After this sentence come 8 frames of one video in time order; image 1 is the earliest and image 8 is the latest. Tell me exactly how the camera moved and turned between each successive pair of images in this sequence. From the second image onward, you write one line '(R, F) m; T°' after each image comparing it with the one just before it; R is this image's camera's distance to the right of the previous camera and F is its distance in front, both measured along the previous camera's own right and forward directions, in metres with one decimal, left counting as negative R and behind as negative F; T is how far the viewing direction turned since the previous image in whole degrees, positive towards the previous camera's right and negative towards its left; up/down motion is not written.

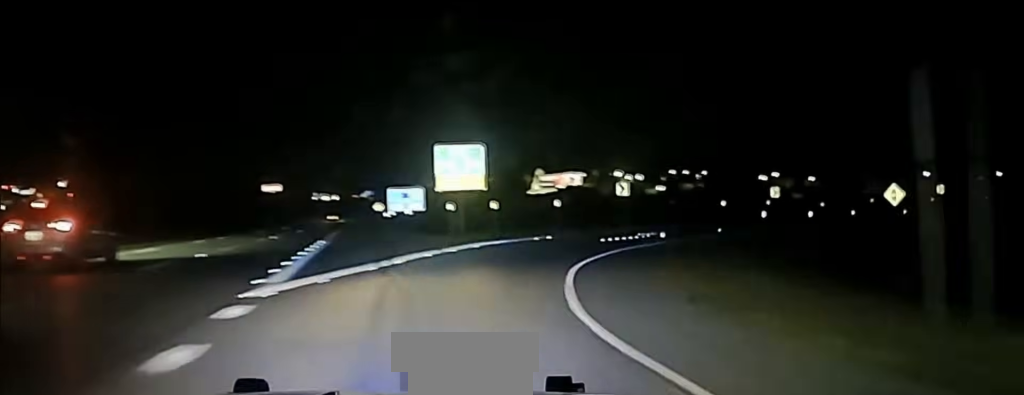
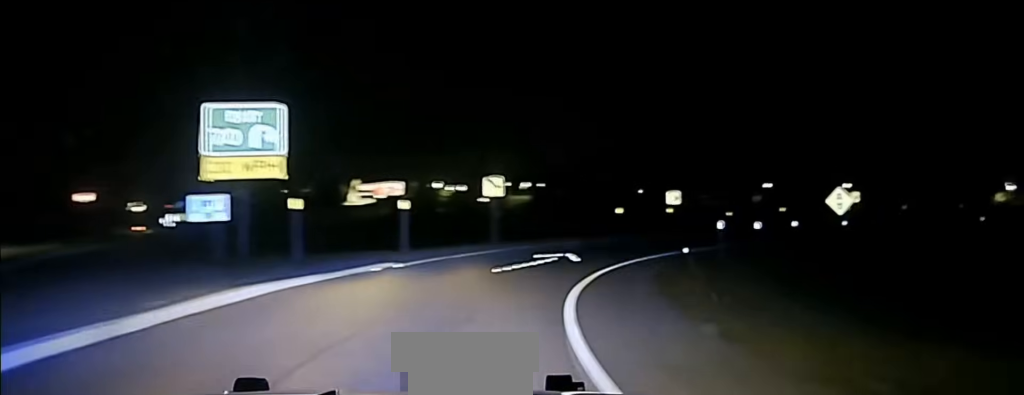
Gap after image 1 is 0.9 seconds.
(+1.1, +19.5) m; +13°
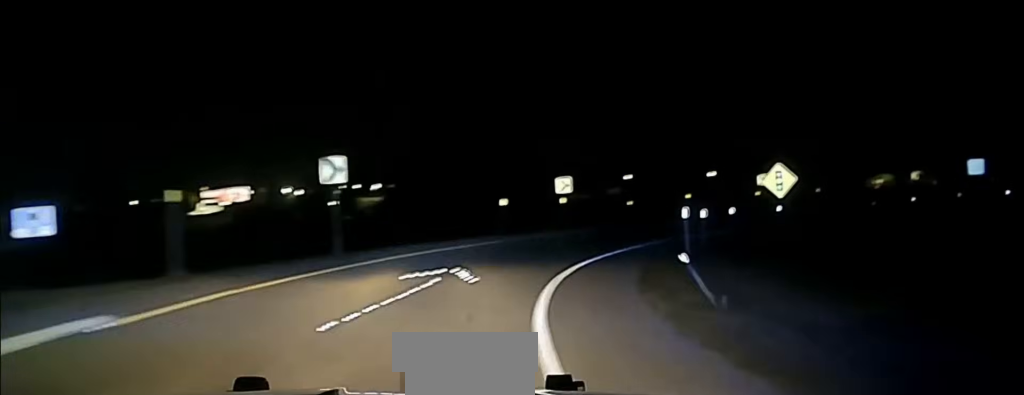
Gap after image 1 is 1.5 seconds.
(+0.9, +11.7) m; +14°
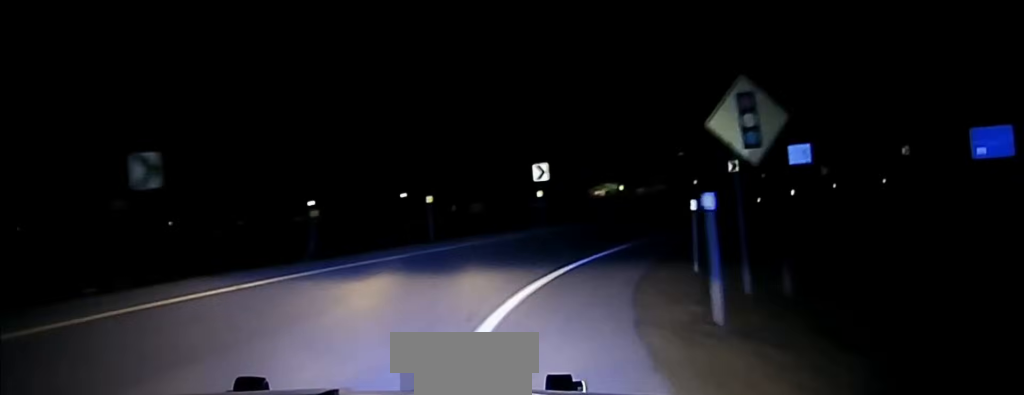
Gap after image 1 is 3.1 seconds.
(+5.1, +27.4) m; +15°
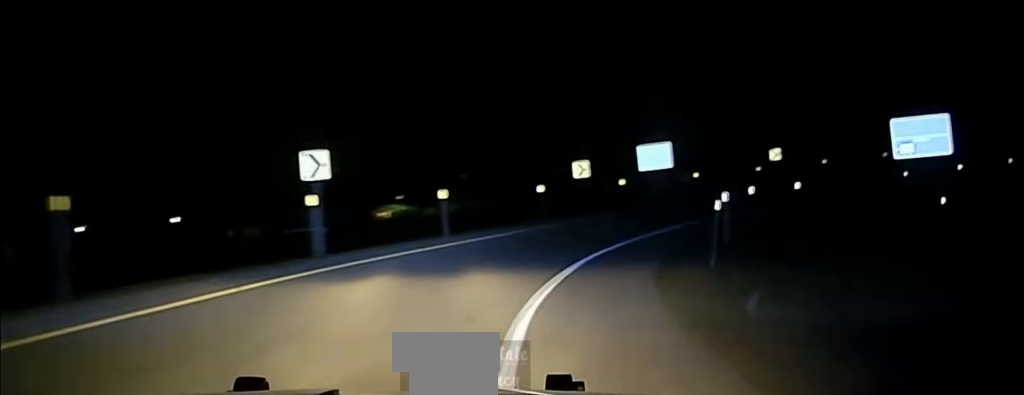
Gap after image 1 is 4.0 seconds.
(+1.1, +17.0) m; +11°
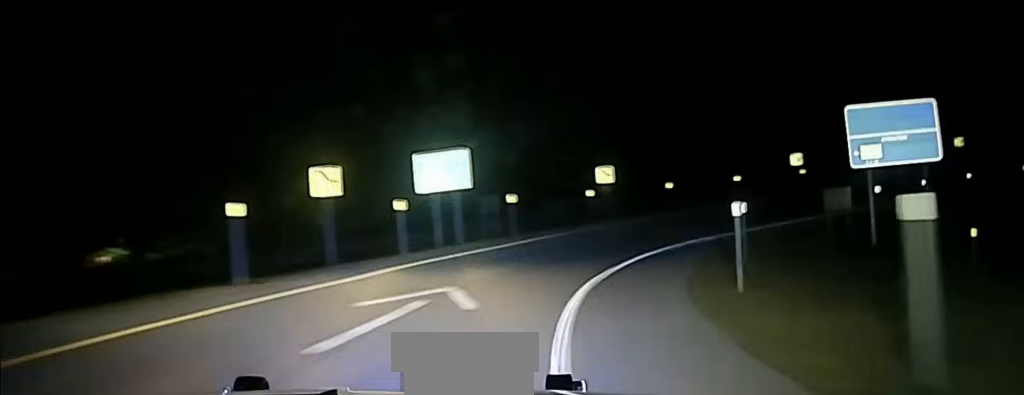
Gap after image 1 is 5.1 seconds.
(+3.2, +21.4) m; +17°
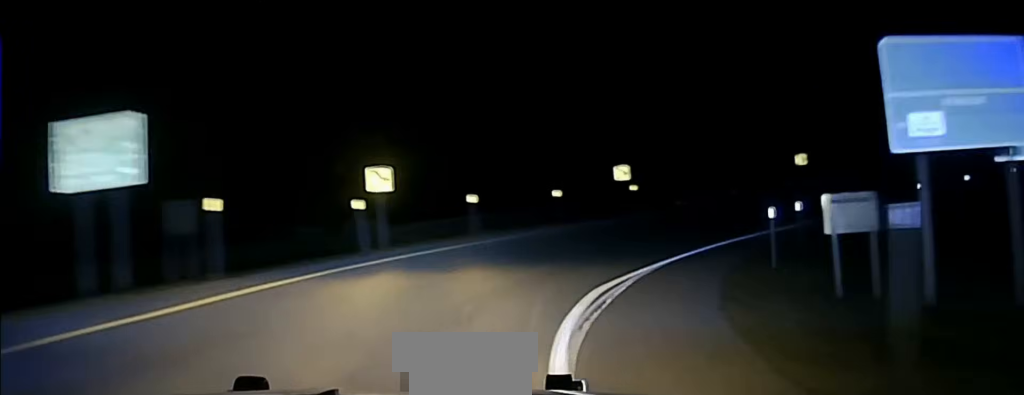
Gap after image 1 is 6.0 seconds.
(+1.9, +16.5) m; +14°
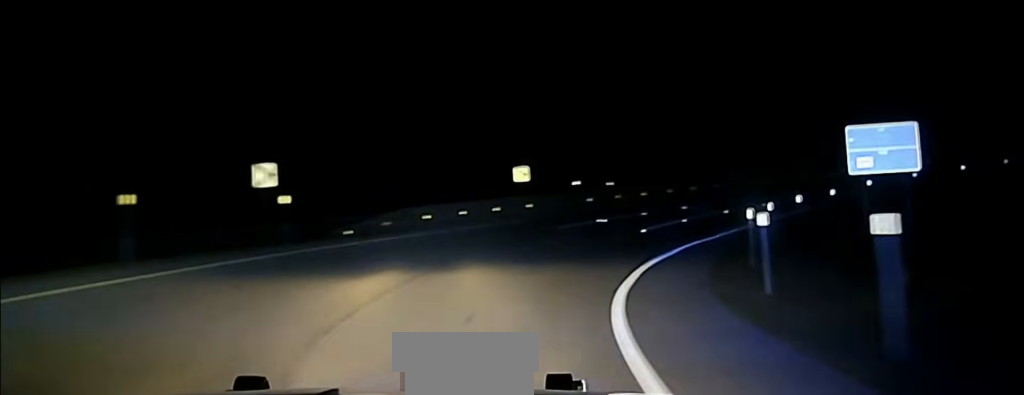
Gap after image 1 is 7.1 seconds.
(+3.6, +19.5) m; +22°
